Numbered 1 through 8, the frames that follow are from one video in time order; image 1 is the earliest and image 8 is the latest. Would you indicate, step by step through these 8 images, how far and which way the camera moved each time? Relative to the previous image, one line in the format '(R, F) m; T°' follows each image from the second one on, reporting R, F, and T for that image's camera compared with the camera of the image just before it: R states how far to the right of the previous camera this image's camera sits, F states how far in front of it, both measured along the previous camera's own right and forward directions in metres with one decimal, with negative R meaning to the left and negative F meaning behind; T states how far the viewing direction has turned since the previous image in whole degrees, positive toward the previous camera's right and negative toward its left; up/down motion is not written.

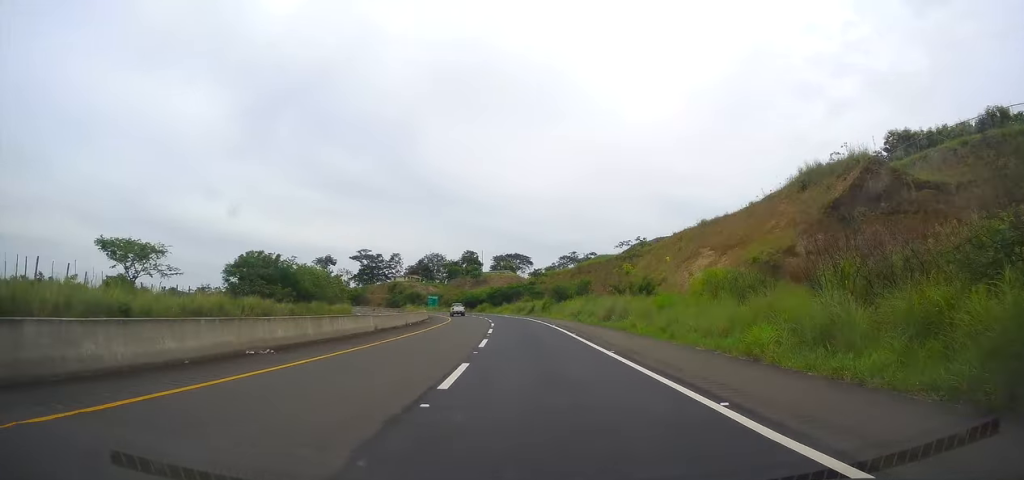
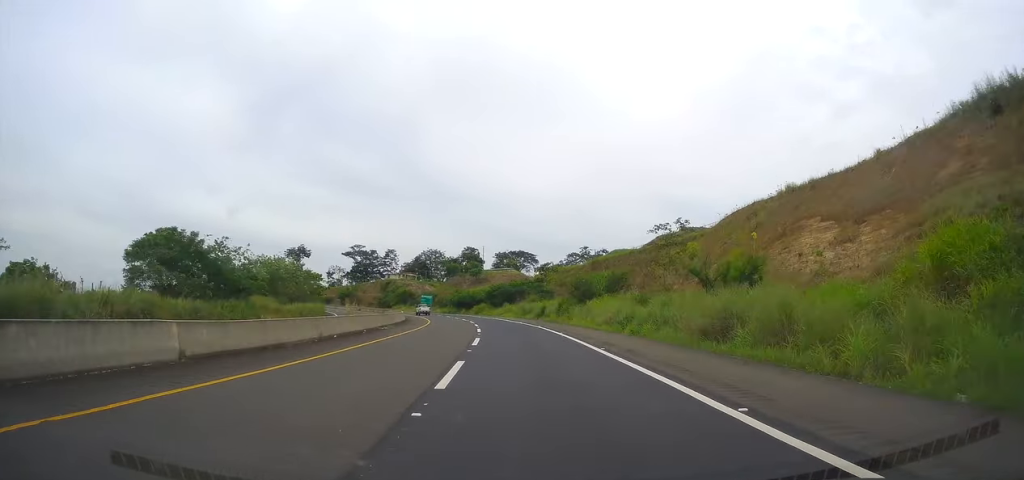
(0.0, +19.4) m; -1°
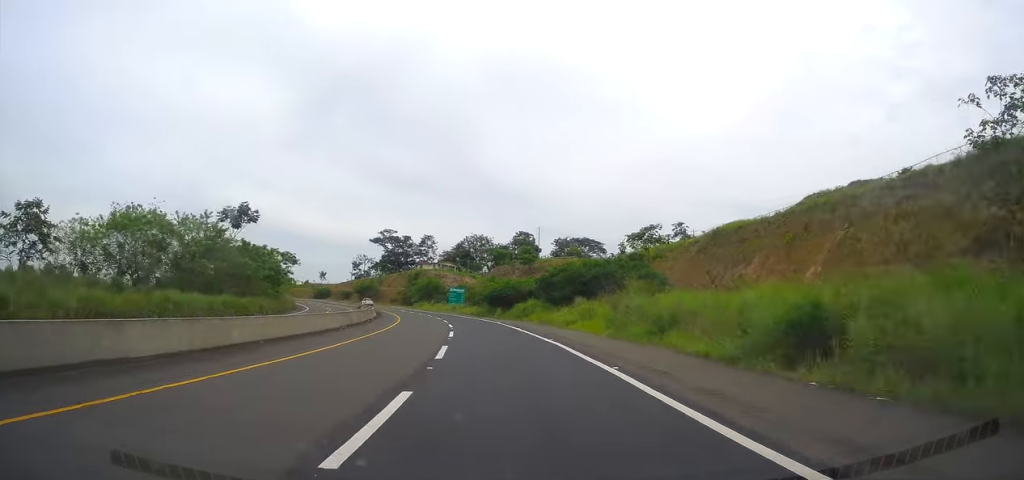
(-1.5, +45.7) m; -4°
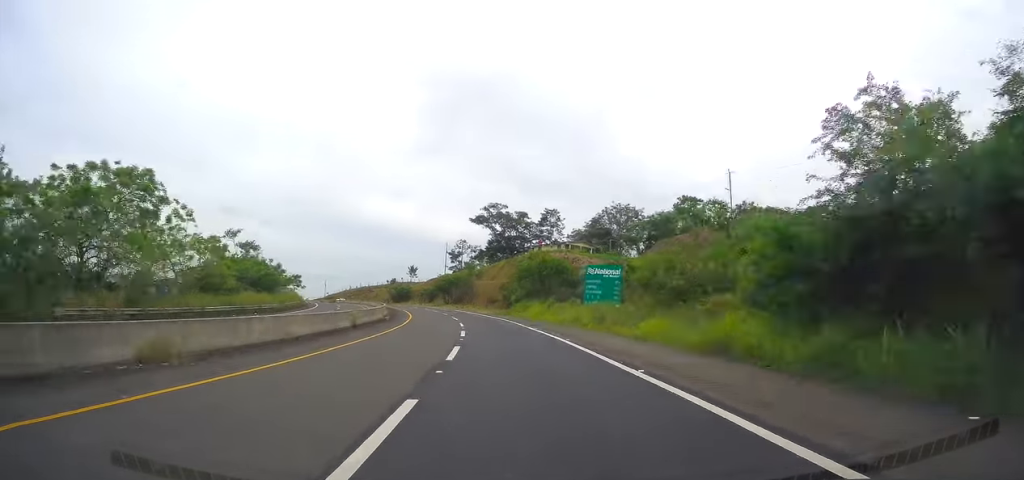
(-5.9, +62.1) m; -12°
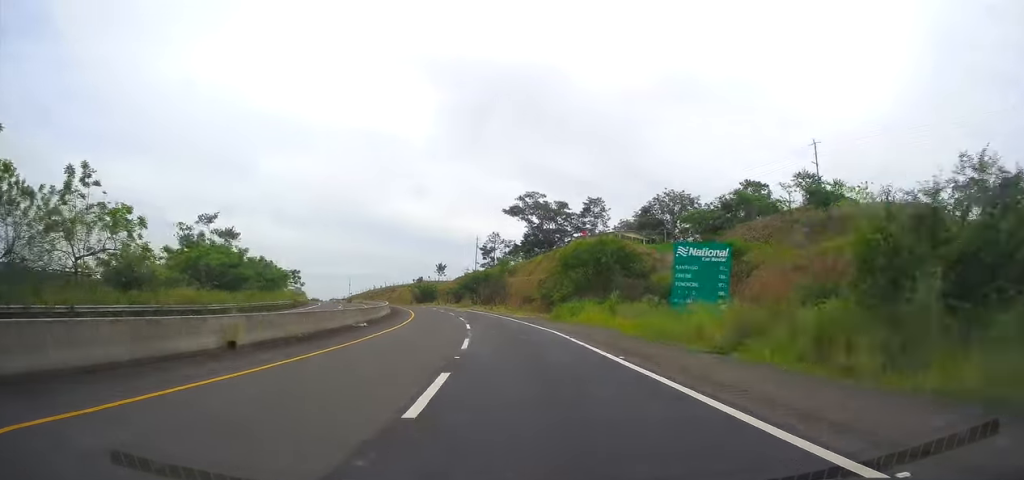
(-0.5, +18.2) m; -4°
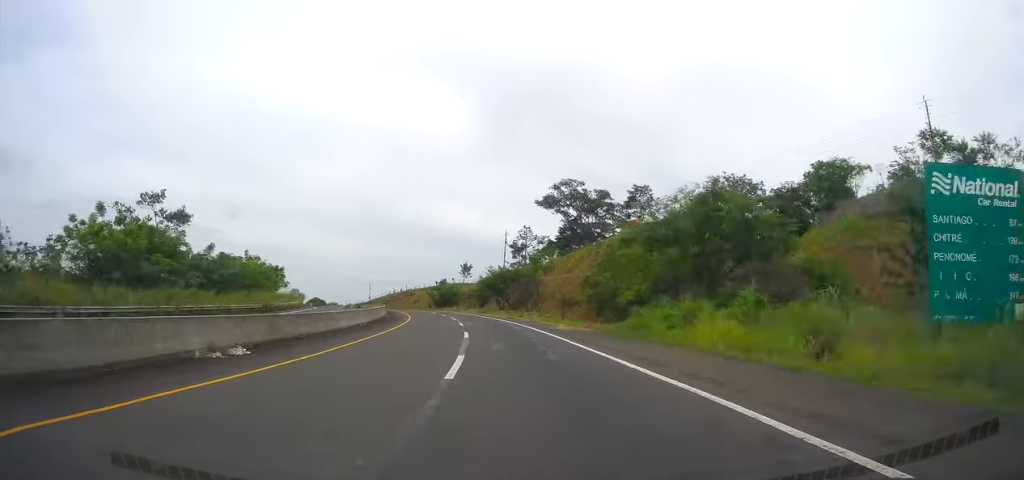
(-0.7, +18.3) m; -3°
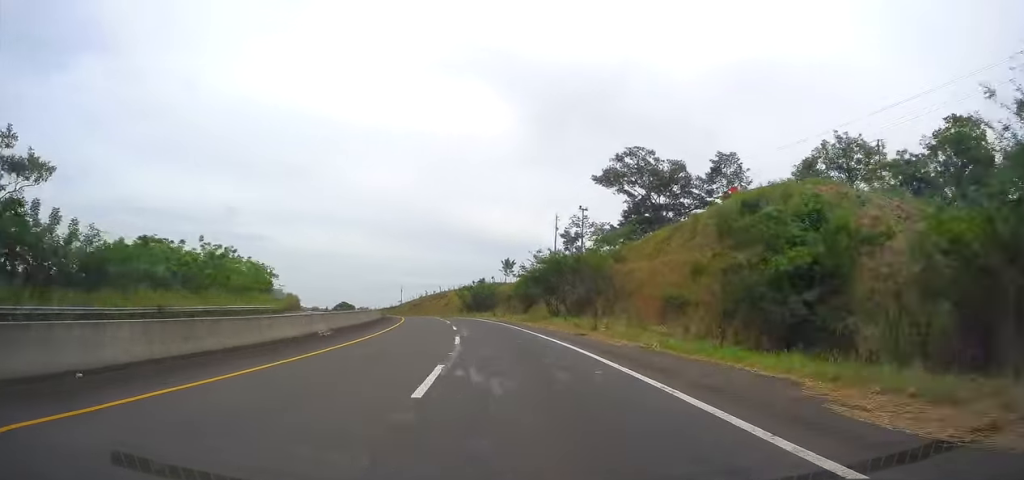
(-0.9, +26.9) m; -5°
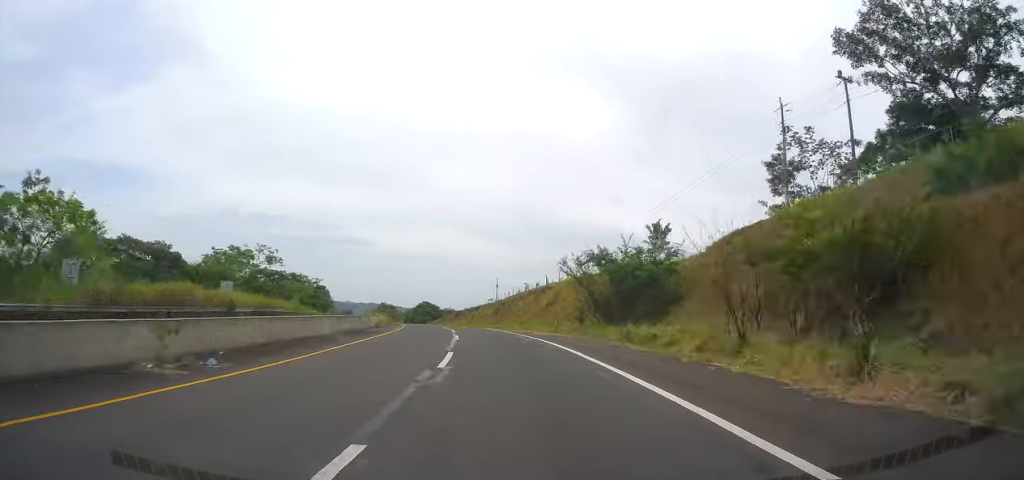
(-4.5, +55.5) m; -10°
